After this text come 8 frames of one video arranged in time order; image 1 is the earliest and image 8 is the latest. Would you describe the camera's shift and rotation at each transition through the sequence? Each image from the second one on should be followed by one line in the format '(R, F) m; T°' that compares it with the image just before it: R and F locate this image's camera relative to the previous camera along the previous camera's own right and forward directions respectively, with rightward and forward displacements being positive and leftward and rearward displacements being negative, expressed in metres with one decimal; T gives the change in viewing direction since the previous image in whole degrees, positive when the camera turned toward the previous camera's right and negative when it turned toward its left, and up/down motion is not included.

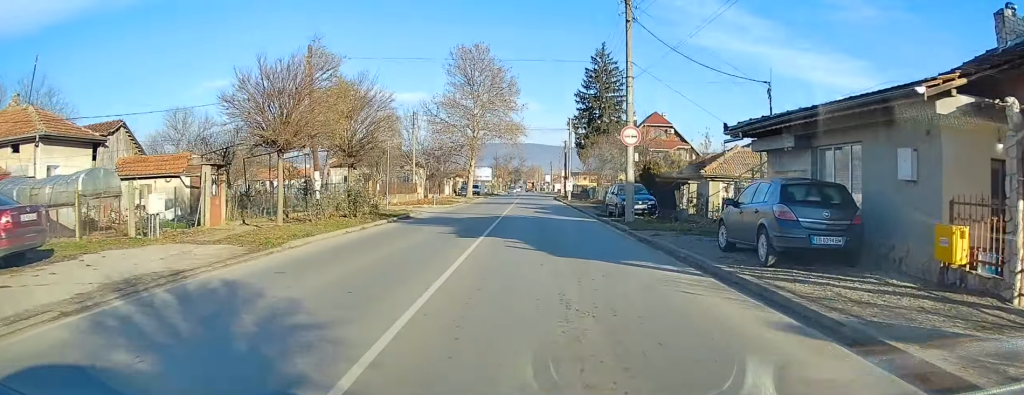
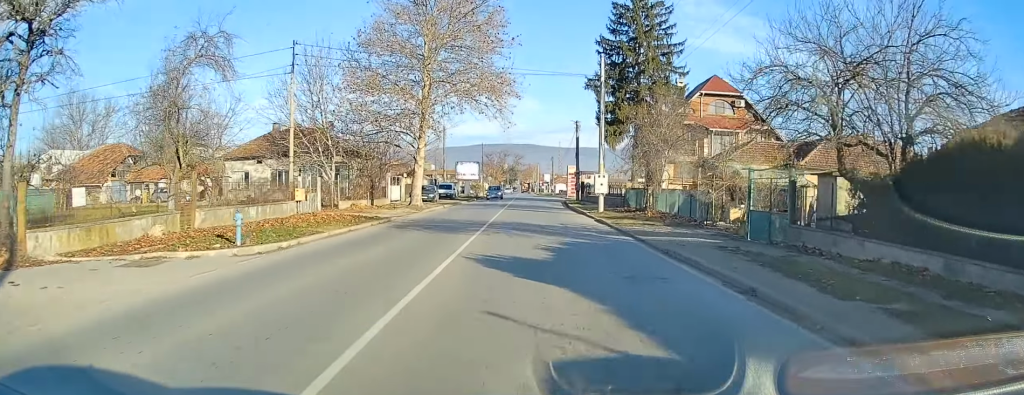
(-0.2, +28.8) m; -1°
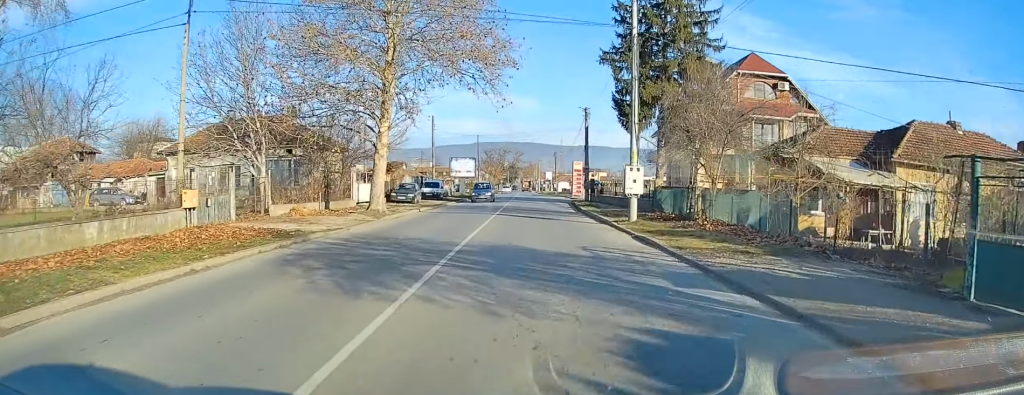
(0.0, +9.6) m; 0°
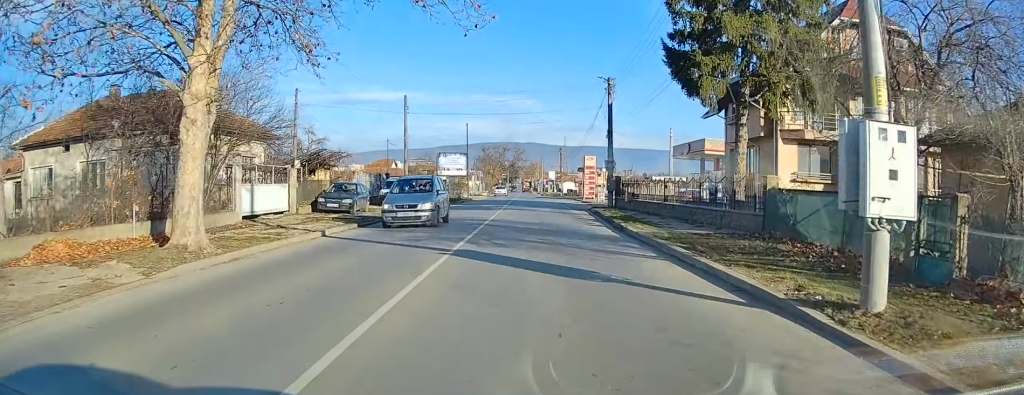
(+0.1, +15.7) m; +1°
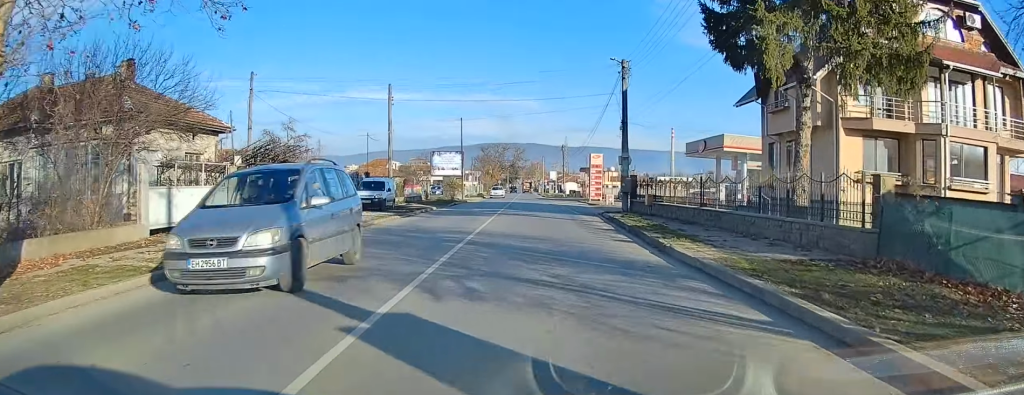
(+0.1, +6.1) m; 0°
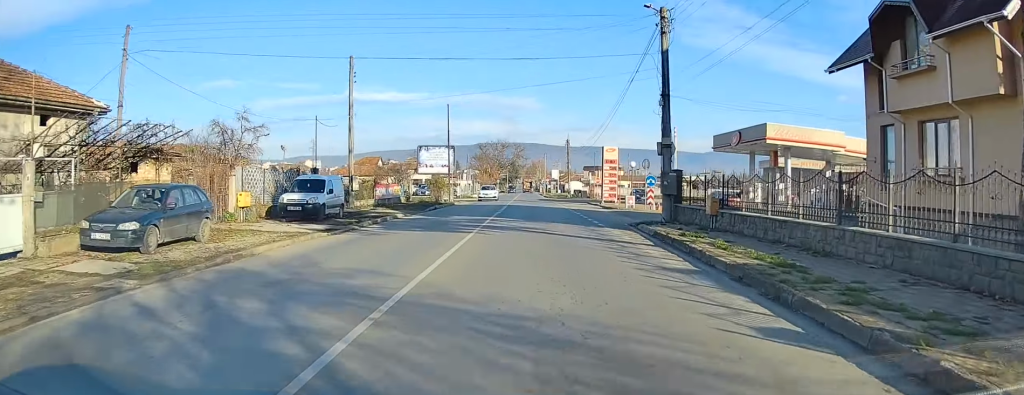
(-0.1, +10.4) m; 0°
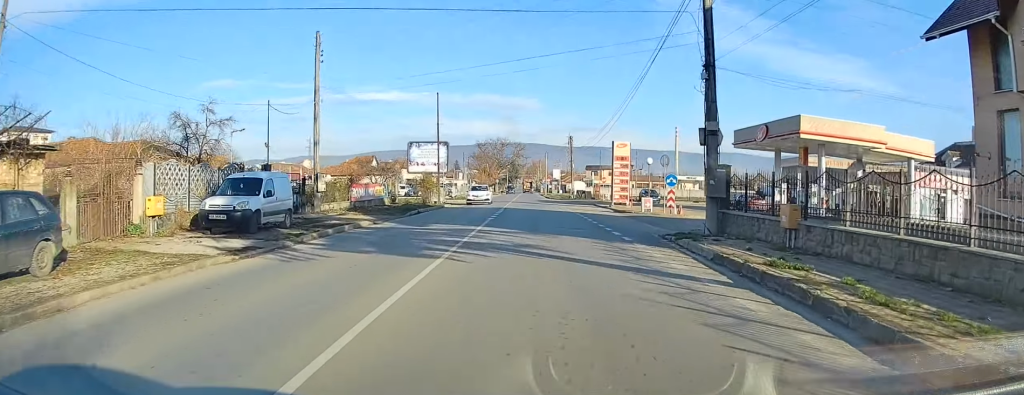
(0.0, +6.0) m; 0°
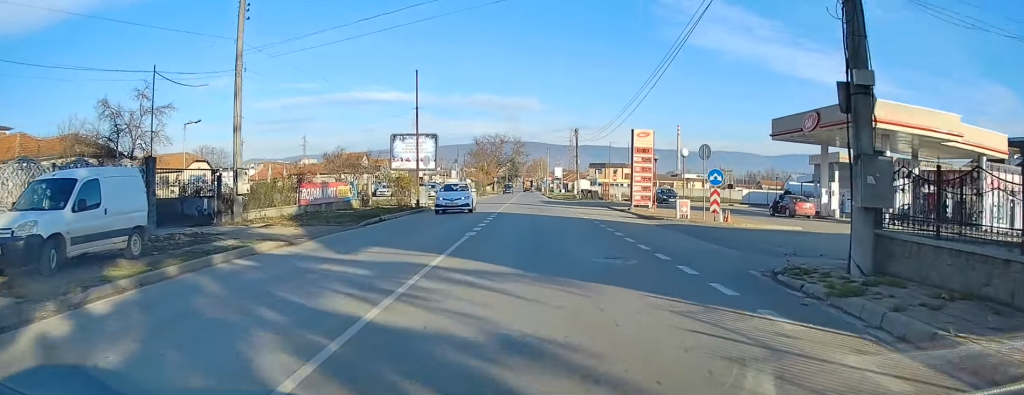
(0.0, +8.5) m; 0°
